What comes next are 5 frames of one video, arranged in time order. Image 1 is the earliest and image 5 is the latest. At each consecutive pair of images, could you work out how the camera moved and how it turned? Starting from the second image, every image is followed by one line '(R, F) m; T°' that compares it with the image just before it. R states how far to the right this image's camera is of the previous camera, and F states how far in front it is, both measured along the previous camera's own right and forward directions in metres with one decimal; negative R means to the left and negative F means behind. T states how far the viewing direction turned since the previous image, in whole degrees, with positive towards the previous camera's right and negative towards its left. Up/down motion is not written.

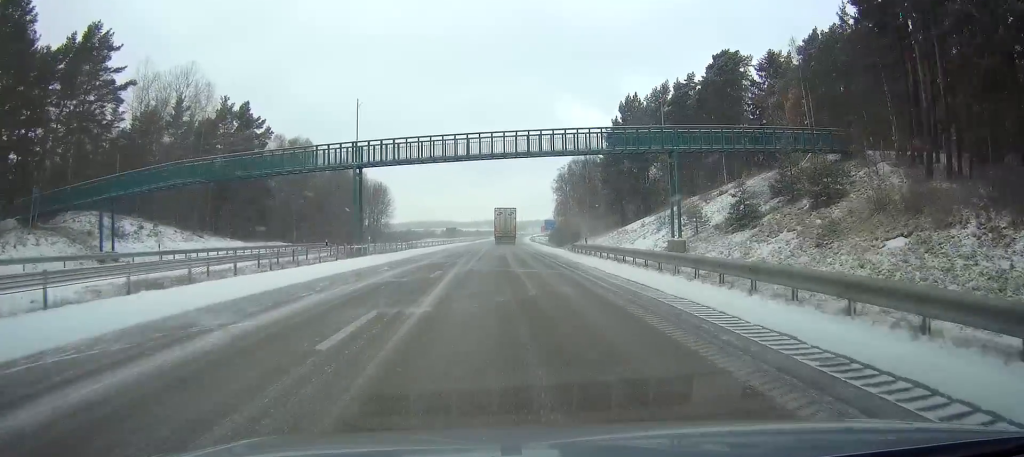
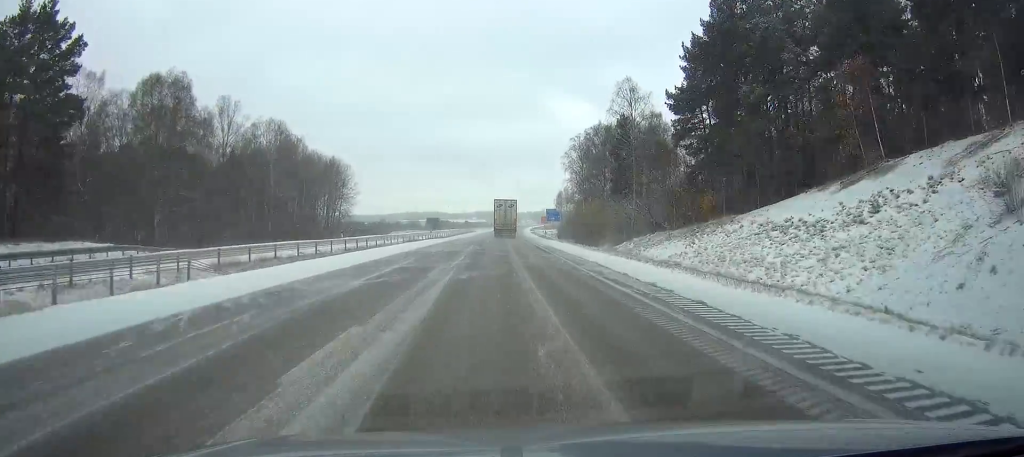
(+0.3, +49.0) m; 0°
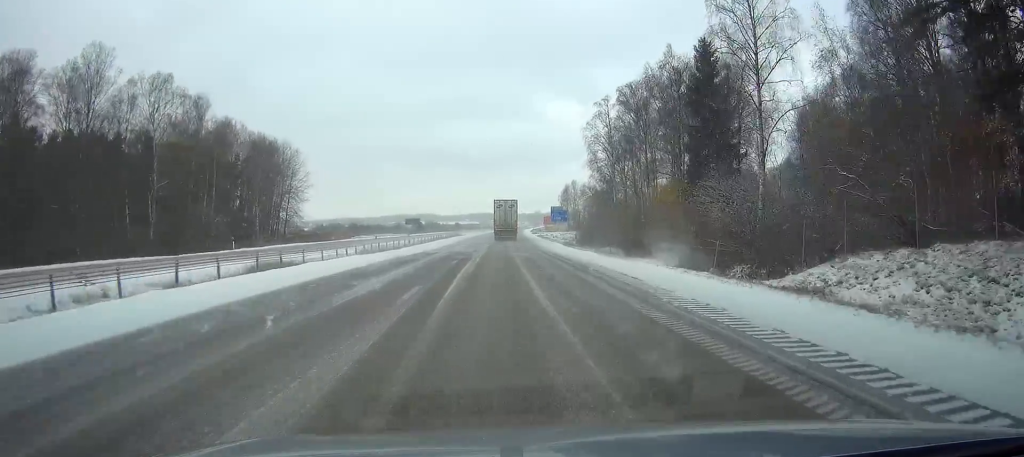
(+0.2, +41.3) m; +1°
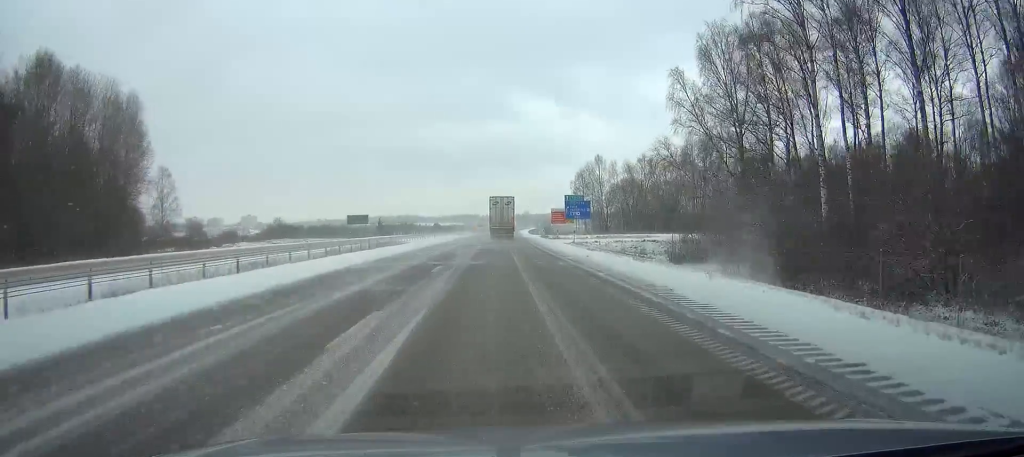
(+0.3, +64.3) m; +1°
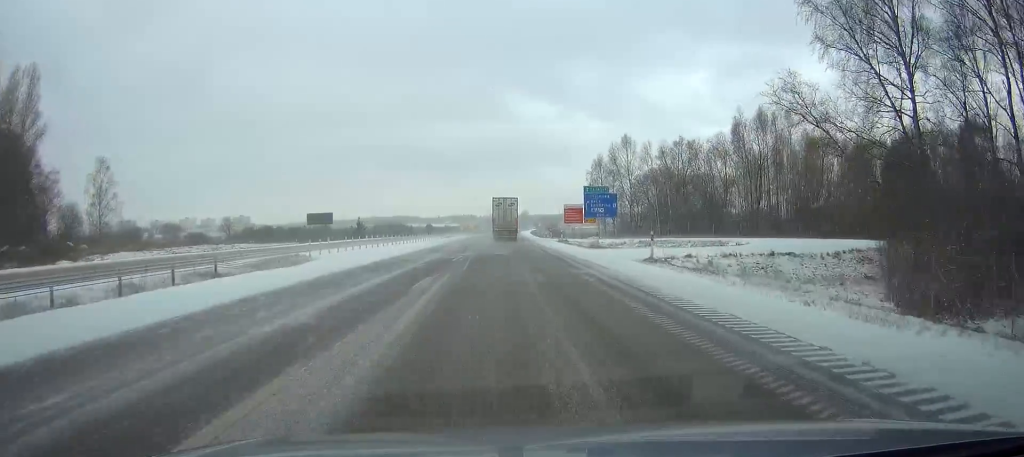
(+0.2, +28.4) m; 0°
